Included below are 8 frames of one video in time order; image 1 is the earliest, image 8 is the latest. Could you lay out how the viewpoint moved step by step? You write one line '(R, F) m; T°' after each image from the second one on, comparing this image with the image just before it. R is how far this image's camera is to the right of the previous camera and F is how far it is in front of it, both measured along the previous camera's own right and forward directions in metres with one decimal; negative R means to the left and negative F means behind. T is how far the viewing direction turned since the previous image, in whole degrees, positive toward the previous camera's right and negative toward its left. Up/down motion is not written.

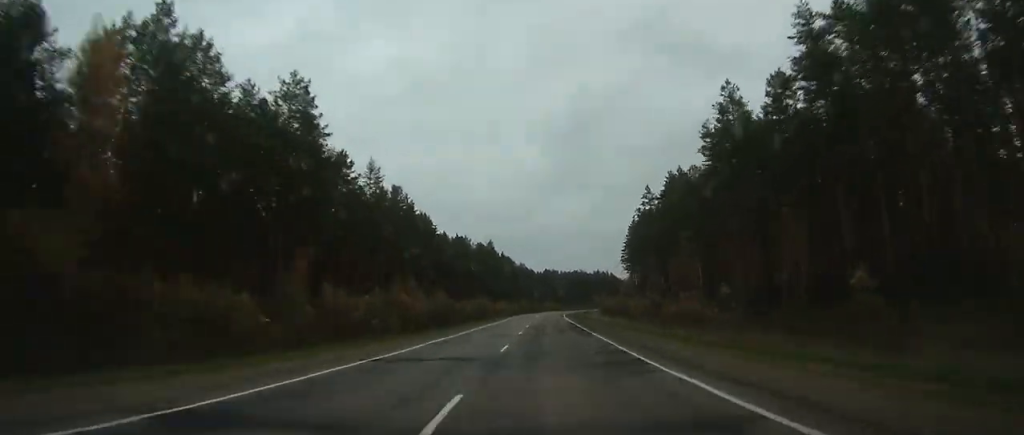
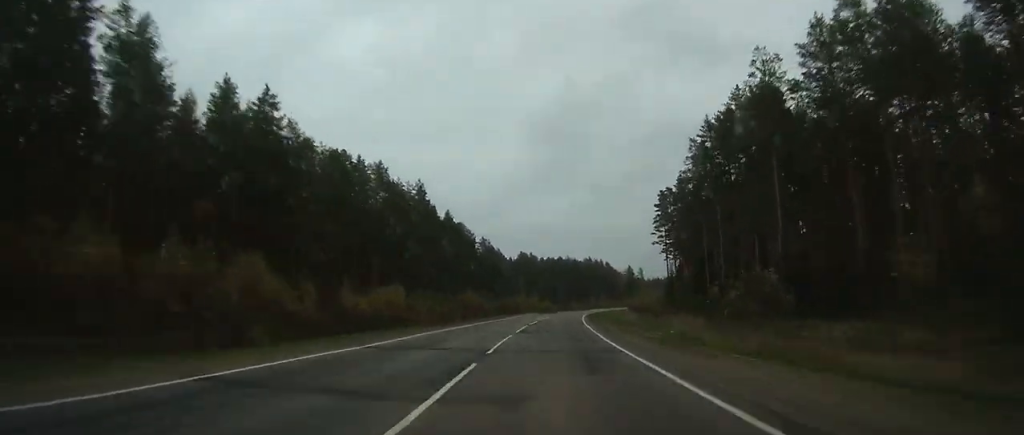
(+1.2, +94.4) m; +2°
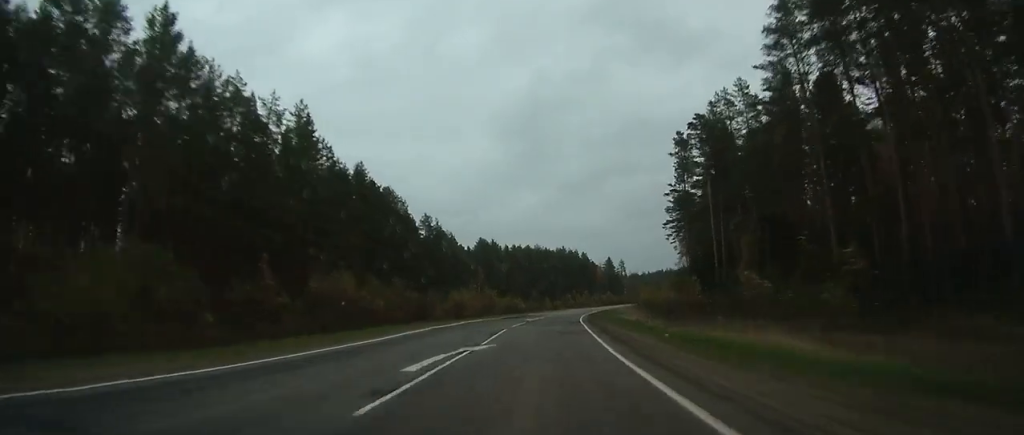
(+0.9, +45.9) m; +3°
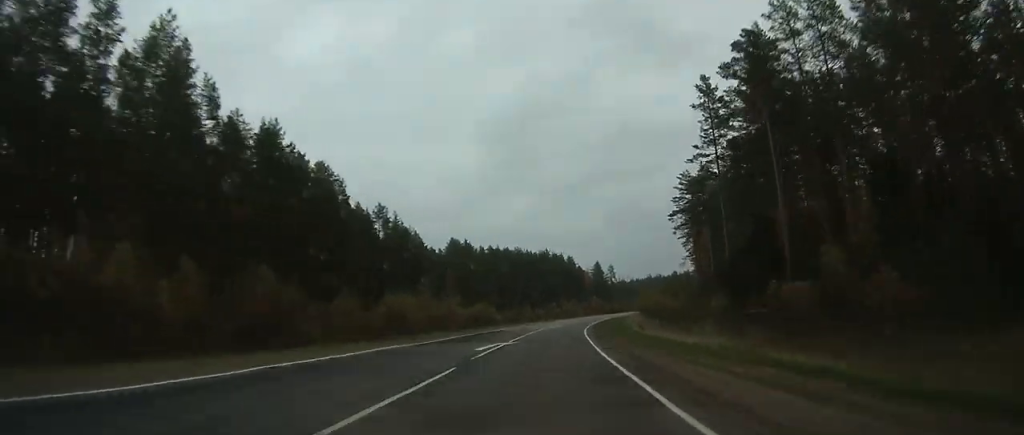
(-0.3, +25.8) m; +3°
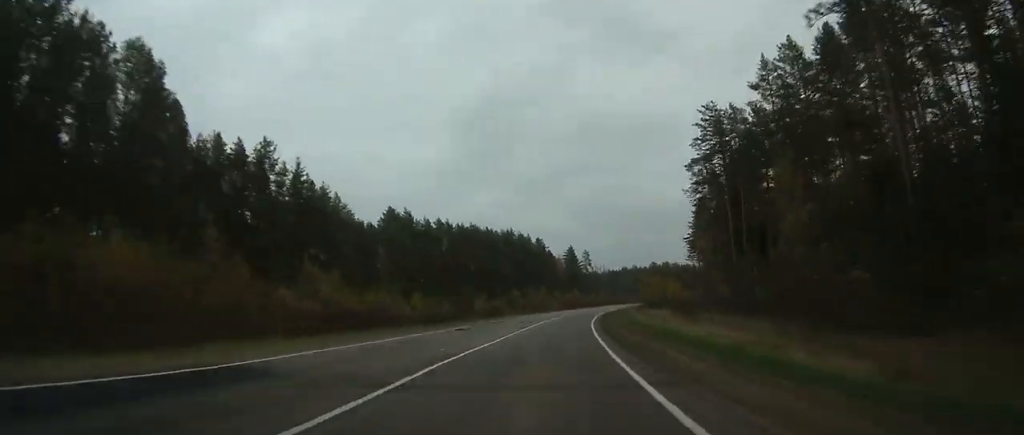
(+2.1, +36.3) m; +5°
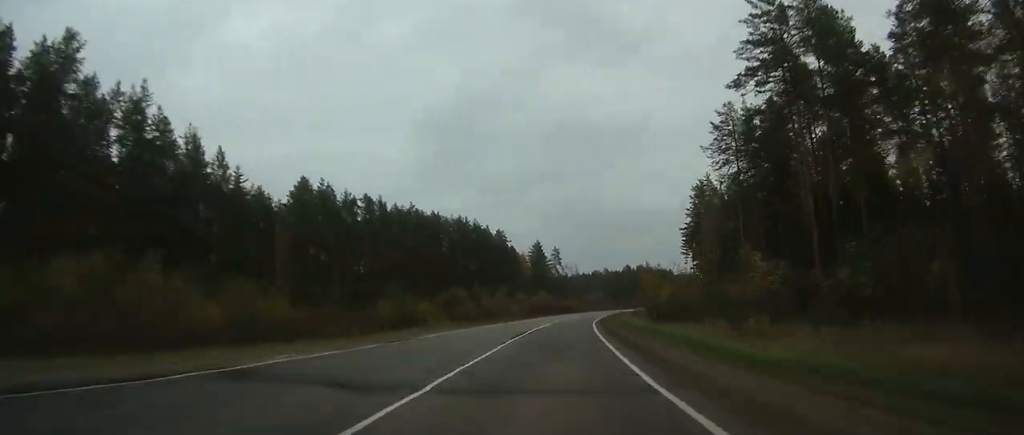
(+1.1, +31.2) m; +4°
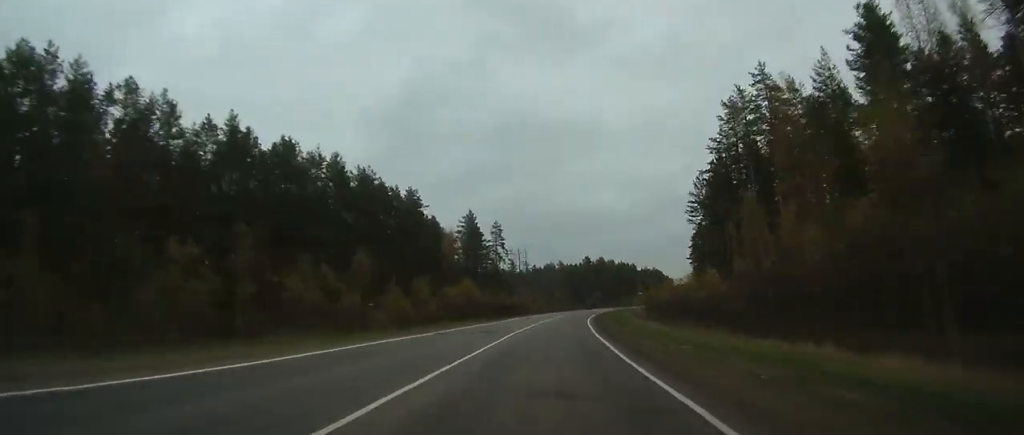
(+2.3, +52.7) m; +4°
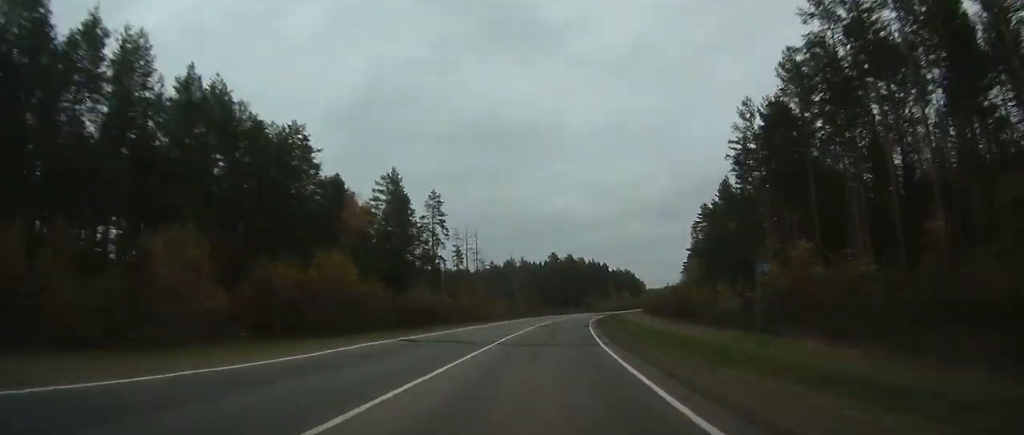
(0.0, +40.1) m; +3°
